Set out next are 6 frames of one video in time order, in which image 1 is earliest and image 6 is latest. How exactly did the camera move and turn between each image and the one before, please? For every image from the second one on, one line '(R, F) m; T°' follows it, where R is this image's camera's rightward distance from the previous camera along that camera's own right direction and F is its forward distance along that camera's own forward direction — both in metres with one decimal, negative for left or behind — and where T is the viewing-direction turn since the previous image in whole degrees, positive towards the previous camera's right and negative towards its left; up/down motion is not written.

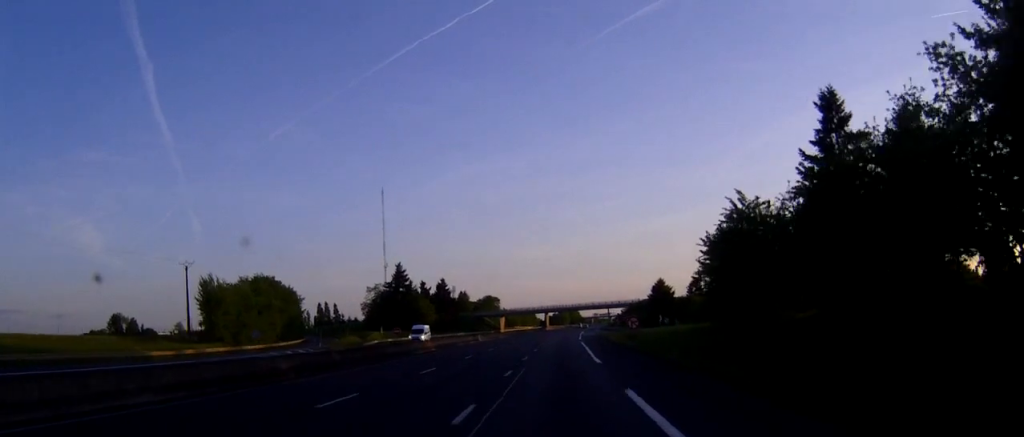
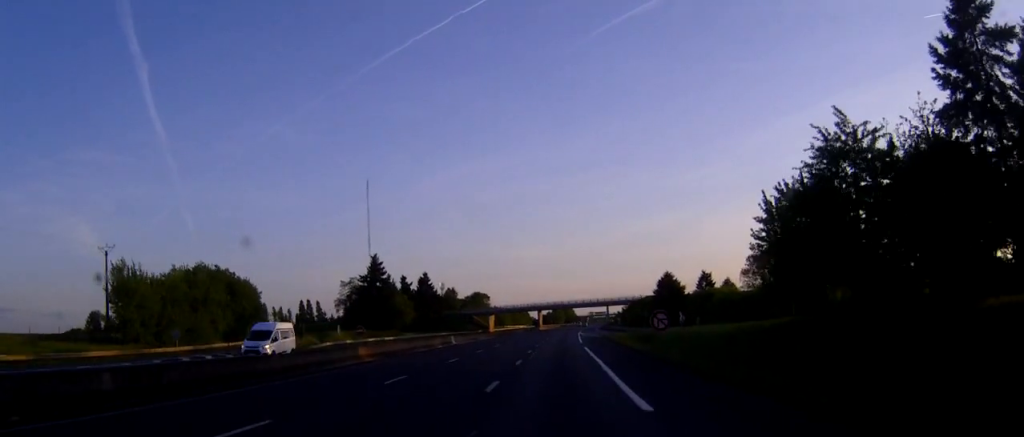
(+0.1, +18.8) m; 0°
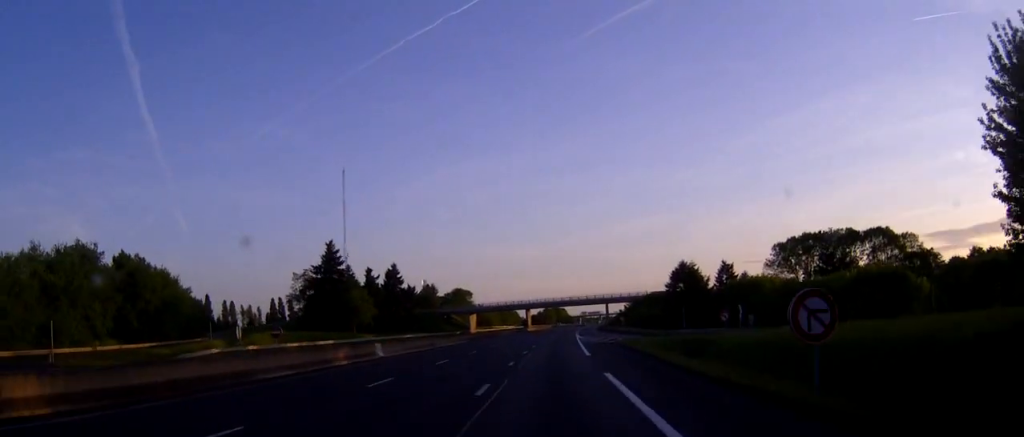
(+0.1, +27.4) m; 0°
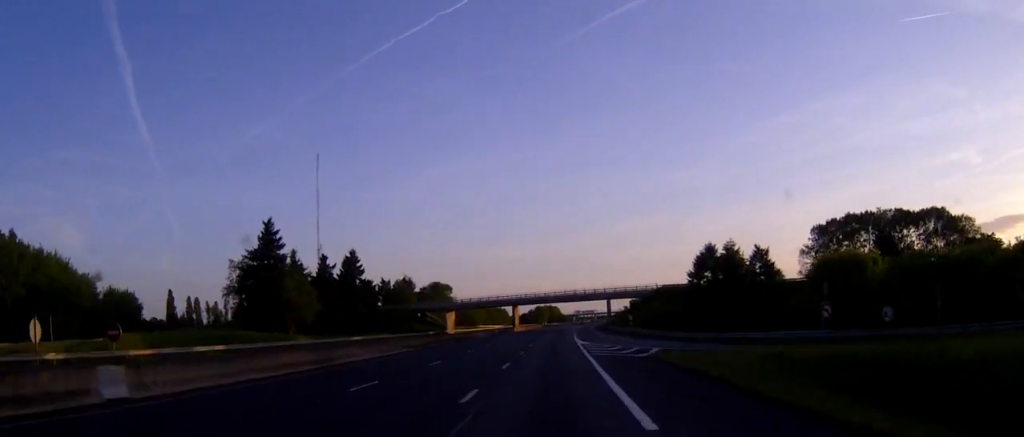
(+0.1, +27.4) m; +1°
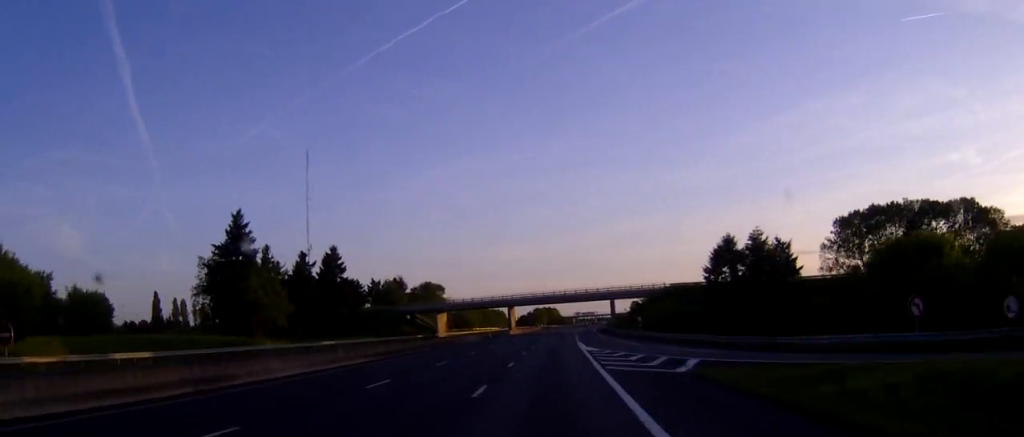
(0.0, +11.1) m; 0°
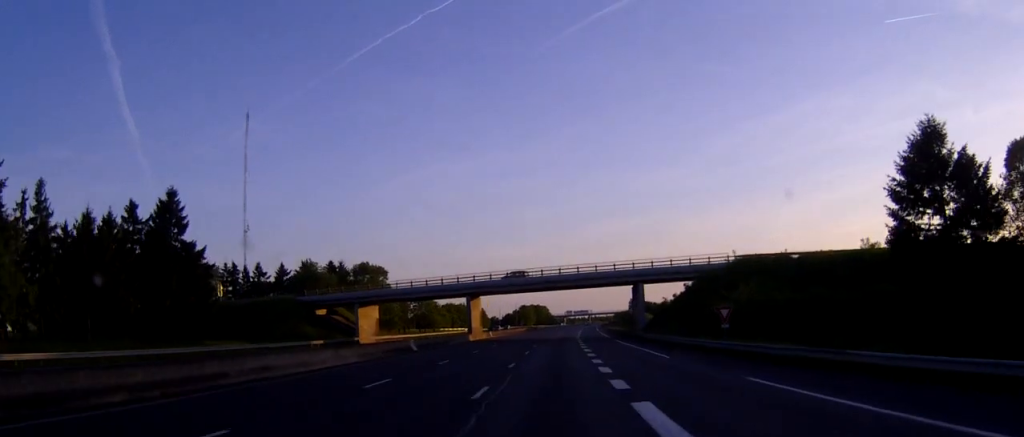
(+0.2, +52.4) m; 0°
